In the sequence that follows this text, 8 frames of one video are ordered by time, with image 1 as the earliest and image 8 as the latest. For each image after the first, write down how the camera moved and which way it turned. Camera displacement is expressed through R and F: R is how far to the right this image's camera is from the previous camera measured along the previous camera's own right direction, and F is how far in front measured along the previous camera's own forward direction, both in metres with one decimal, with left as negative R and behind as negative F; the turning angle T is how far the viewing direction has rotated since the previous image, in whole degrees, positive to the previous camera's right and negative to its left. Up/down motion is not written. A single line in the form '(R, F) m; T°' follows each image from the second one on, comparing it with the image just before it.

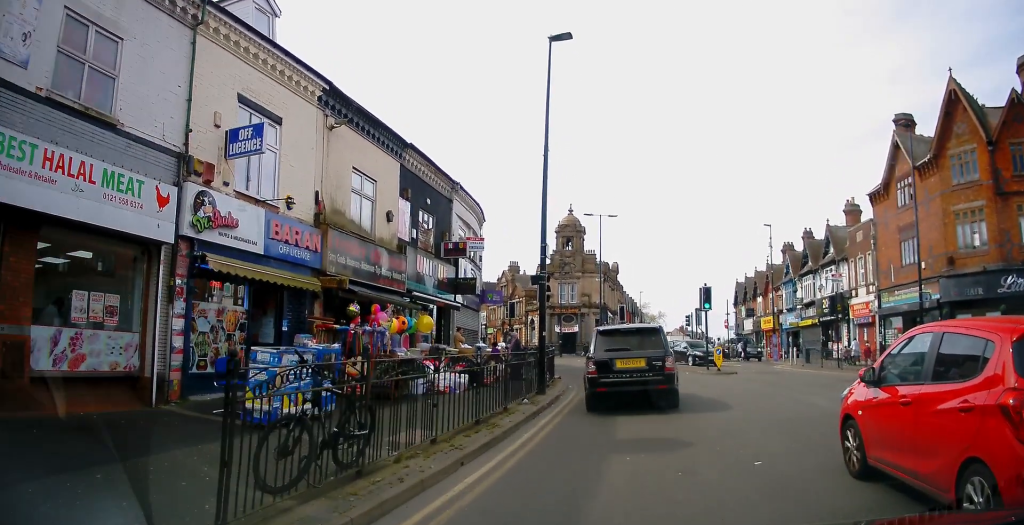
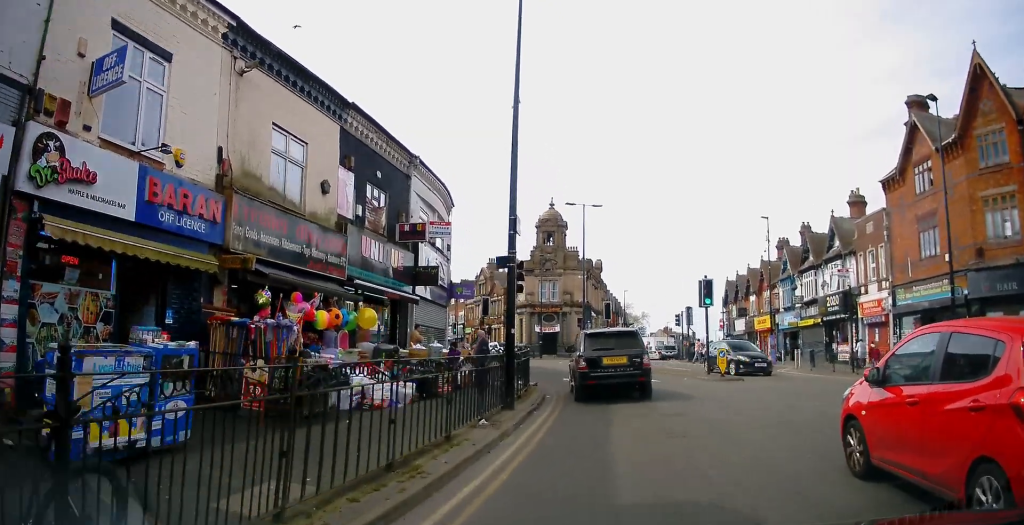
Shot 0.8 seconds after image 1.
(0.0, +3.7) m; 0°
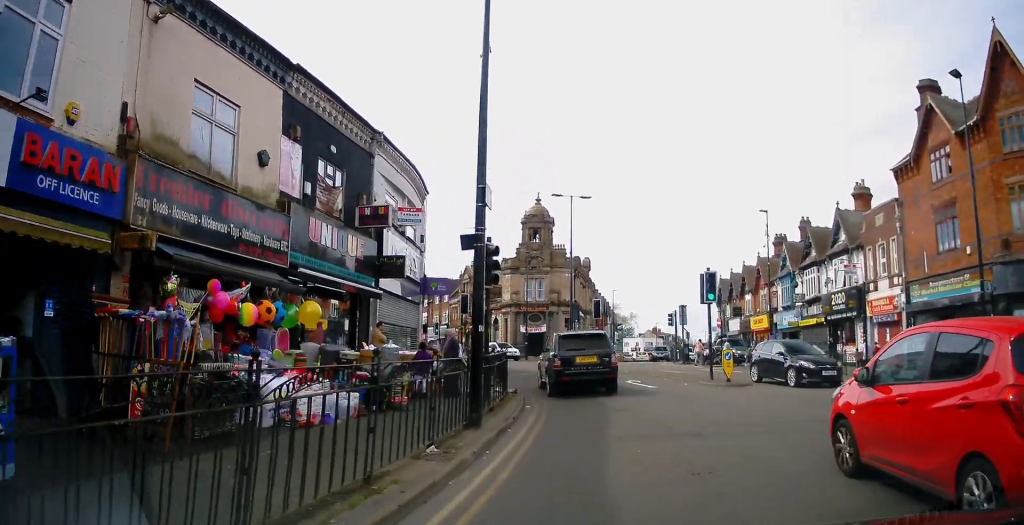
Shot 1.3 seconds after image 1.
(0.0, +2.8) m; 0°
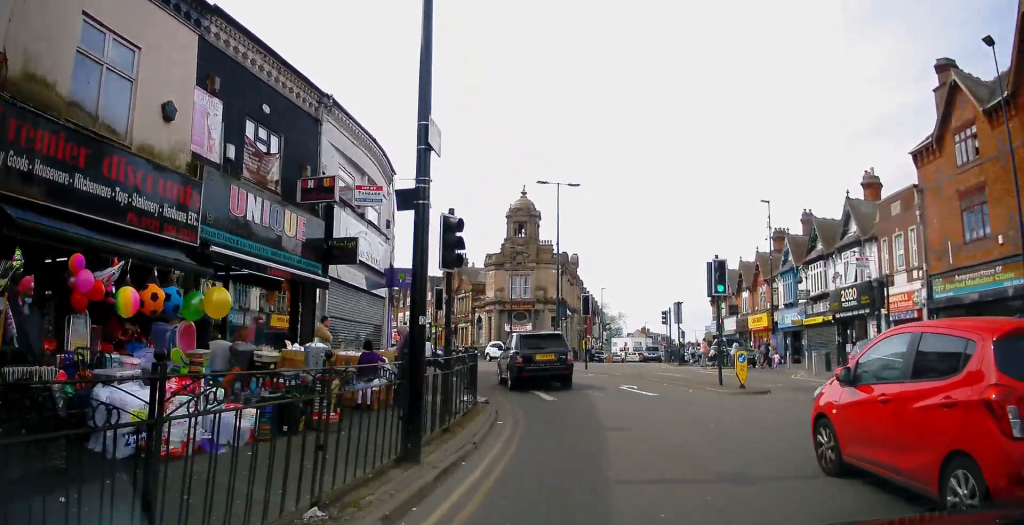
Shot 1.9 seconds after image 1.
(0.0, +3.1) m; -1°
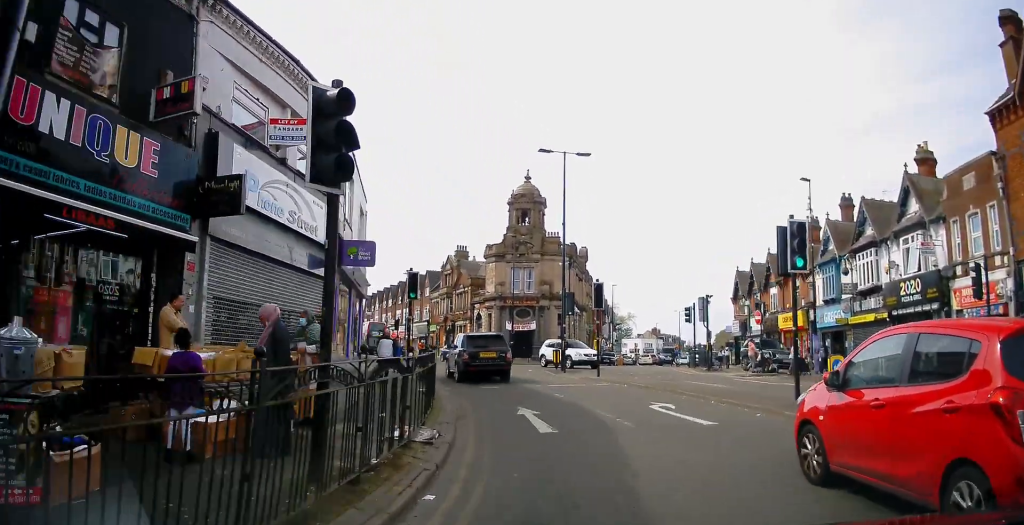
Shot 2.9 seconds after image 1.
(-0.1, +6.2) m; -5°
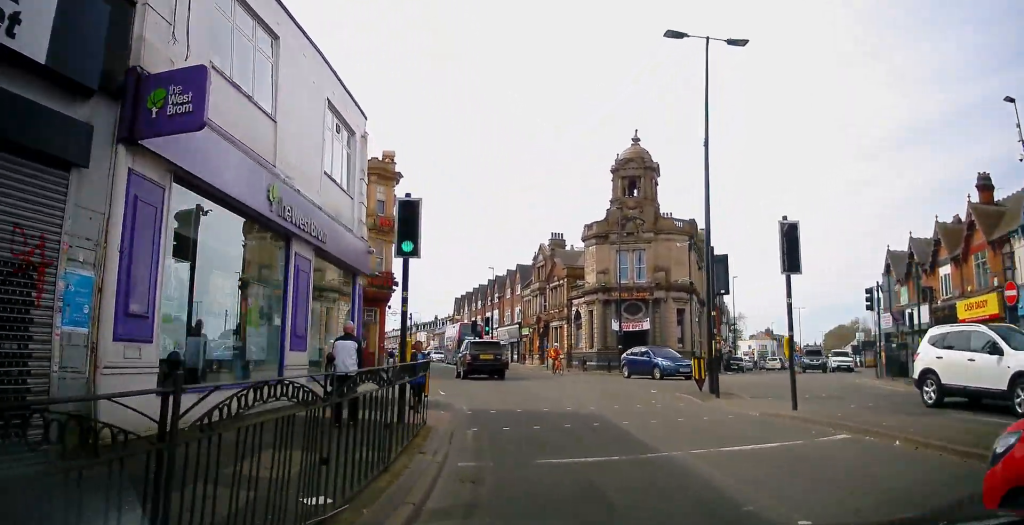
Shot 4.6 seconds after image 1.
(-0.8, +12.6) m; -6°
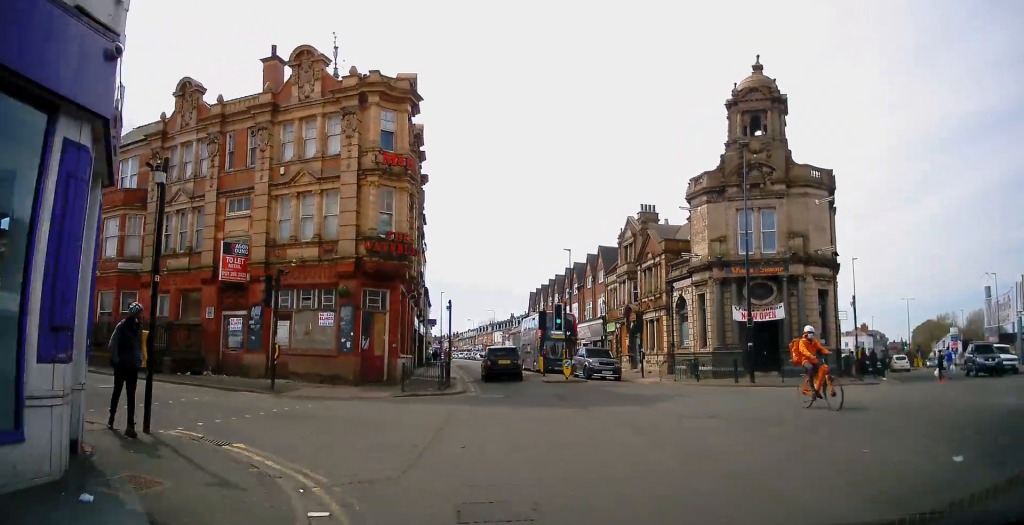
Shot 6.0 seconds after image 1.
(-0.8, +12.4) m; -7°
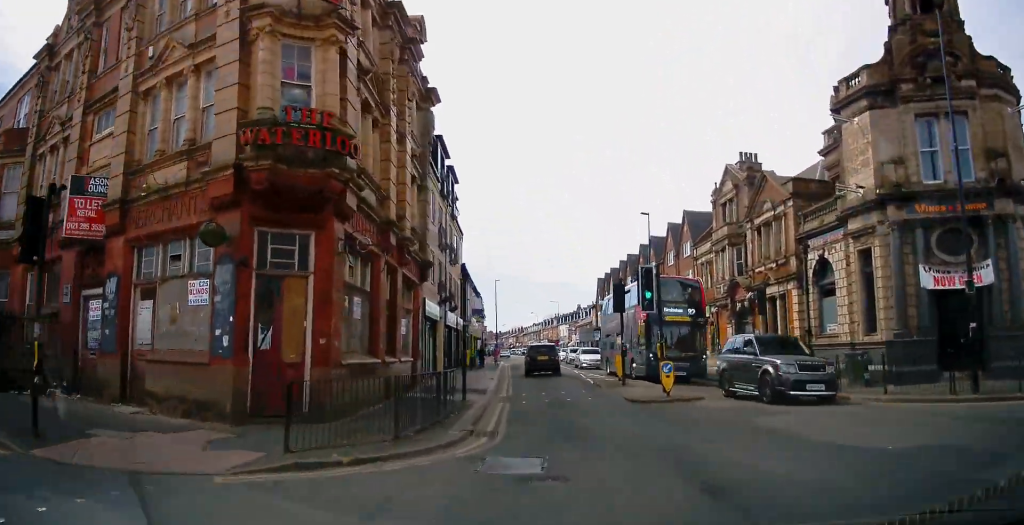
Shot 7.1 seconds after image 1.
(-0.6, +12.0) m; -6°
